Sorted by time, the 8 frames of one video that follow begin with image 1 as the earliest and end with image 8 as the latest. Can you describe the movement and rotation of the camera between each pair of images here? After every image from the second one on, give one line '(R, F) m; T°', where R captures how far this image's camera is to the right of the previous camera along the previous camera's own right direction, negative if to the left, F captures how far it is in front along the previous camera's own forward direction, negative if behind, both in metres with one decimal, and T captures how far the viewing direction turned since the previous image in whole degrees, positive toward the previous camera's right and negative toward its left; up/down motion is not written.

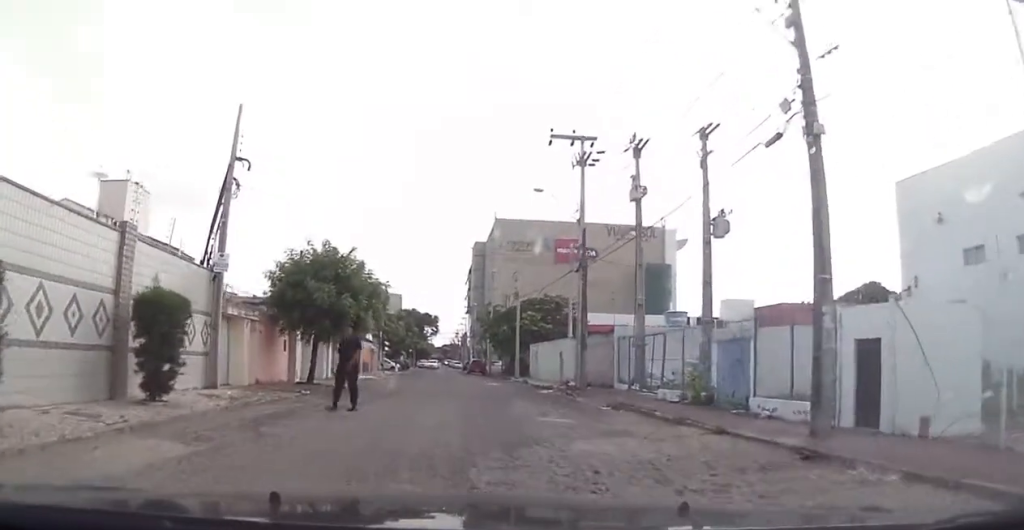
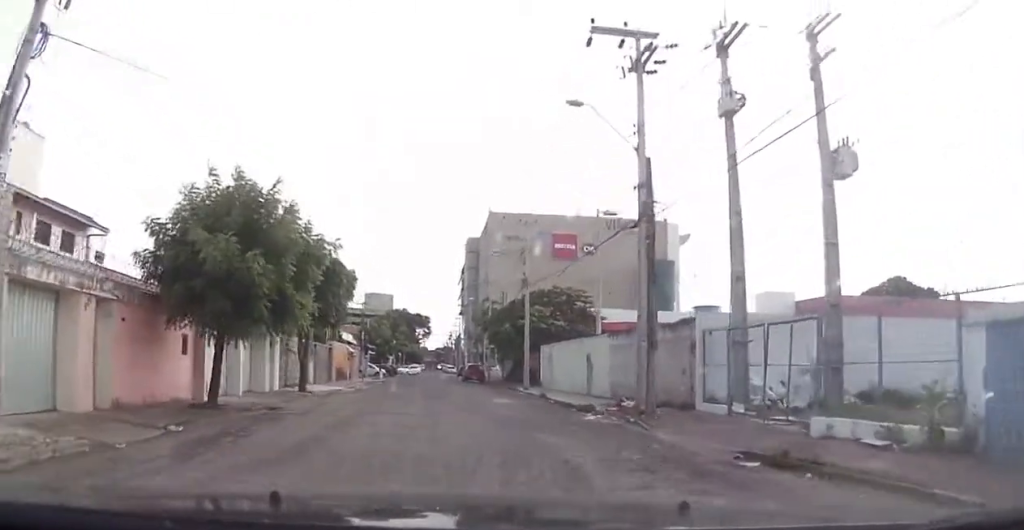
(0.0, +9.6) m; +1°
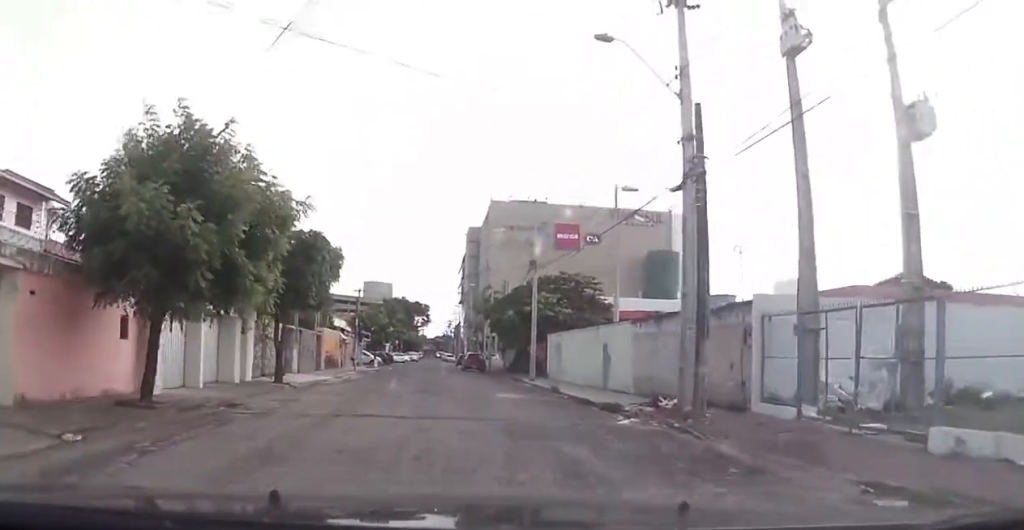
(0.0, +3.3) m; 0°
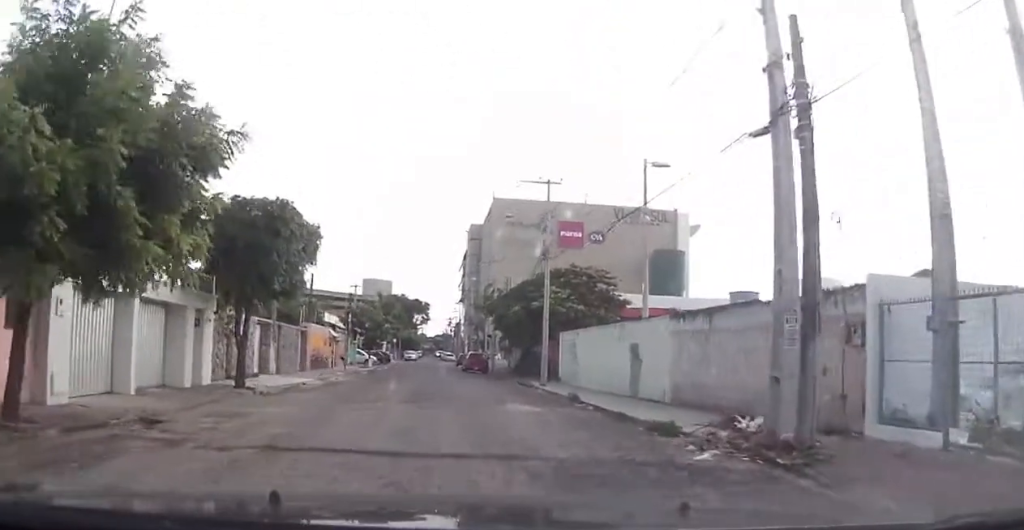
(-0.4, +4.0) m; 0°
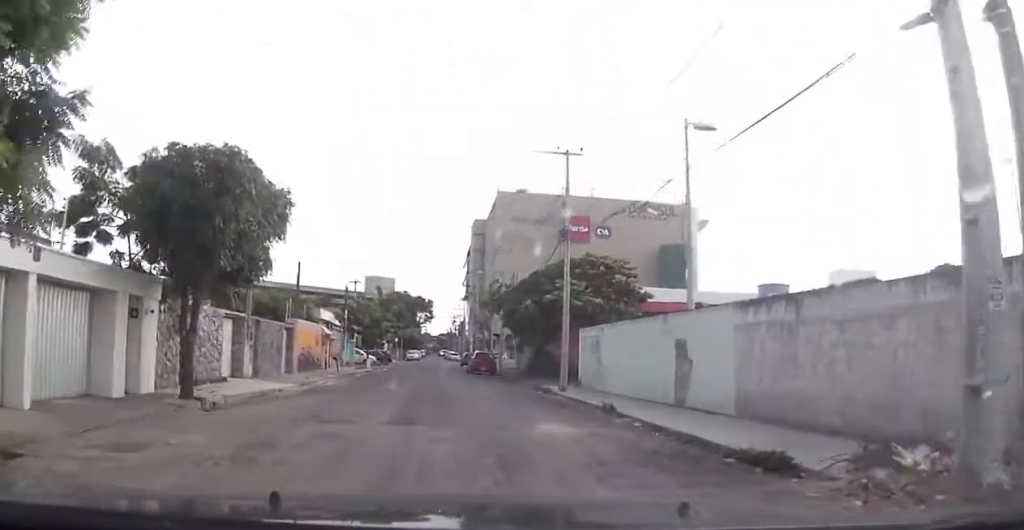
(+0.3, +4.2) m; +3°
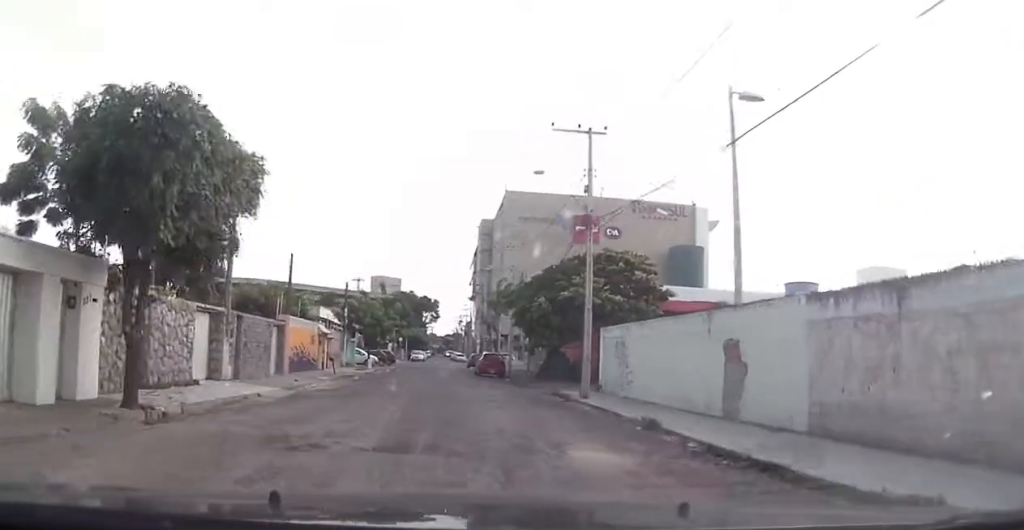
(+0.1, +2.9) m; +2°
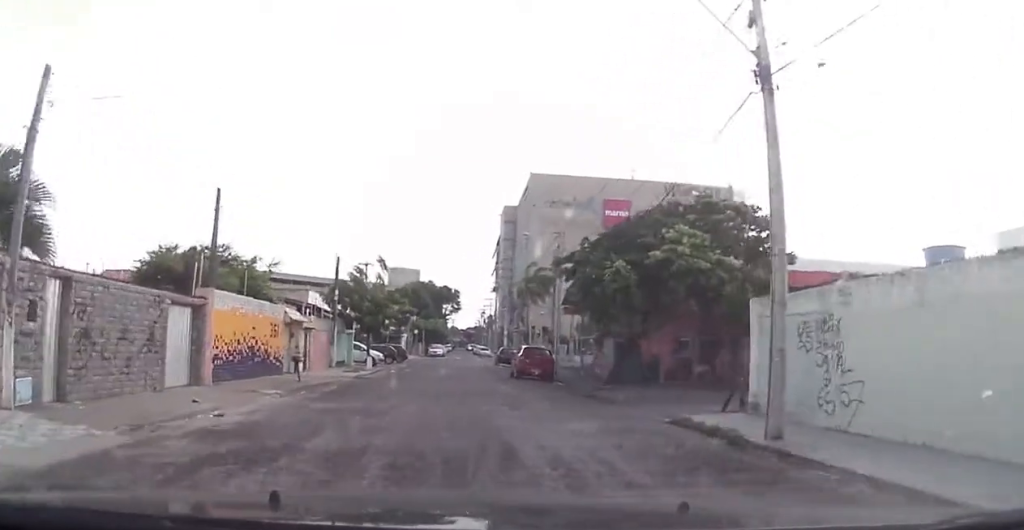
(-0.7, +12.5) m; -6°
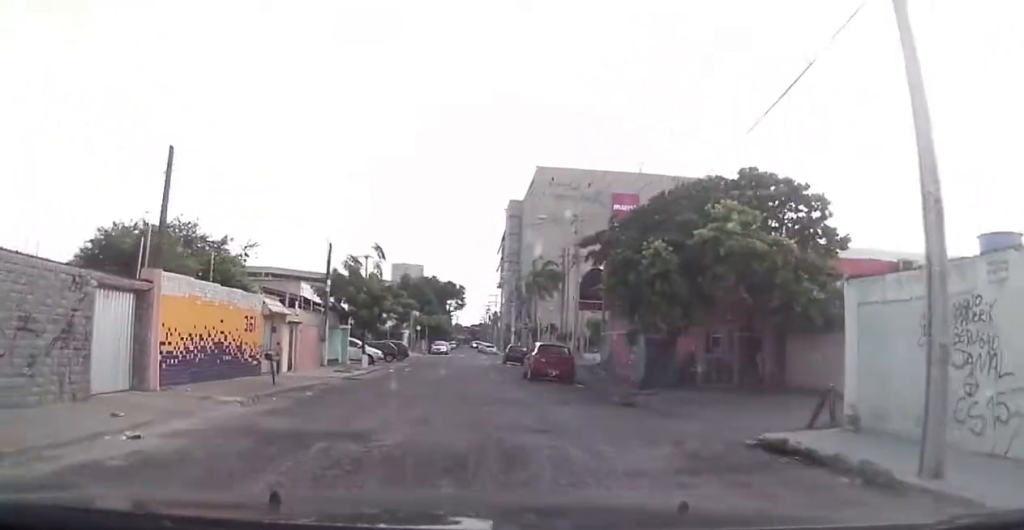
(-0.1, +3.8) m; -1°
